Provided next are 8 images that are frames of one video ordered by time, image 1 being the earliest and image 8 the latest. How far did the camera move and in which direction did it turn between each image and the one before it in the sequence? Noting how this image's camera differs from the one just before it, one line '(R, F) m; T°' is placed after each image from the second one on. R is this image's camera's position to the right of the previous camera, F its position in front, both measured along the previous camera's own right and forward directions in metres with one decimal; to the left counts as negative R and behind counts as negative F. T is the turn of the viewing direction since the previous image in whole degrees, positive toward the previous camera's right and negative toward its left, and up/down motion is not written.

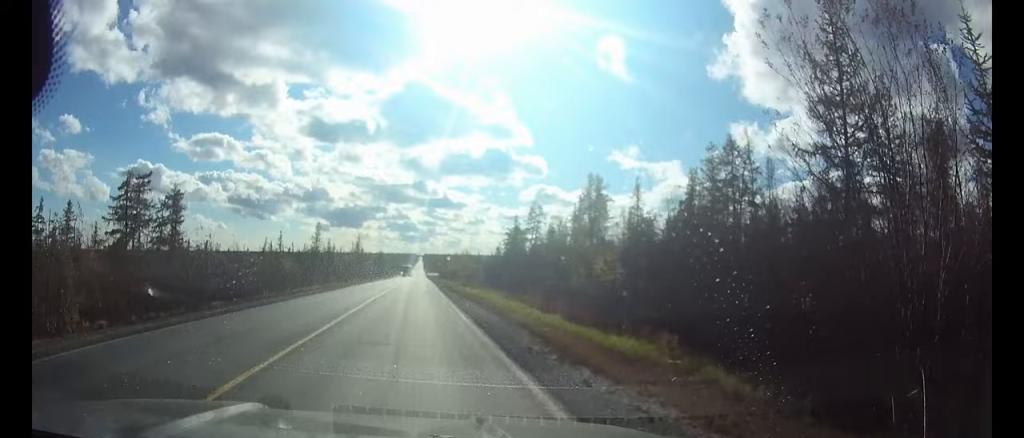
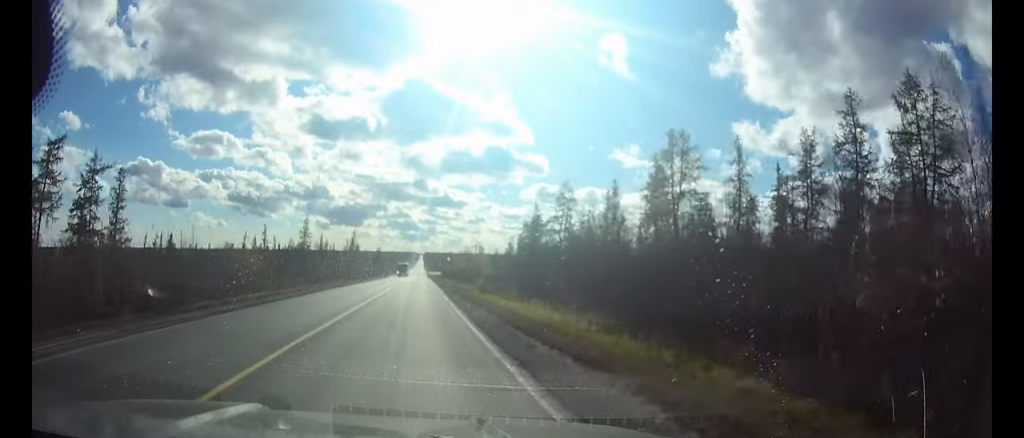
(0.0, +17.8) m; 0°
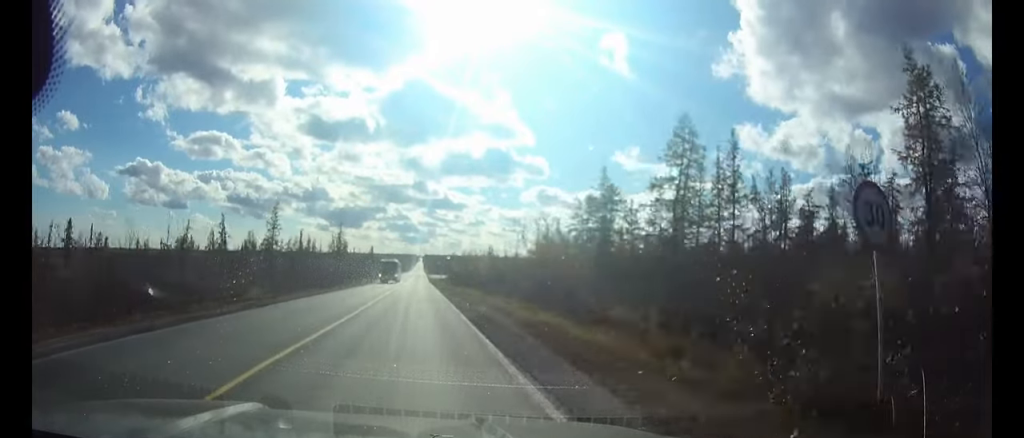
(0.0, +33.2) m; 0°
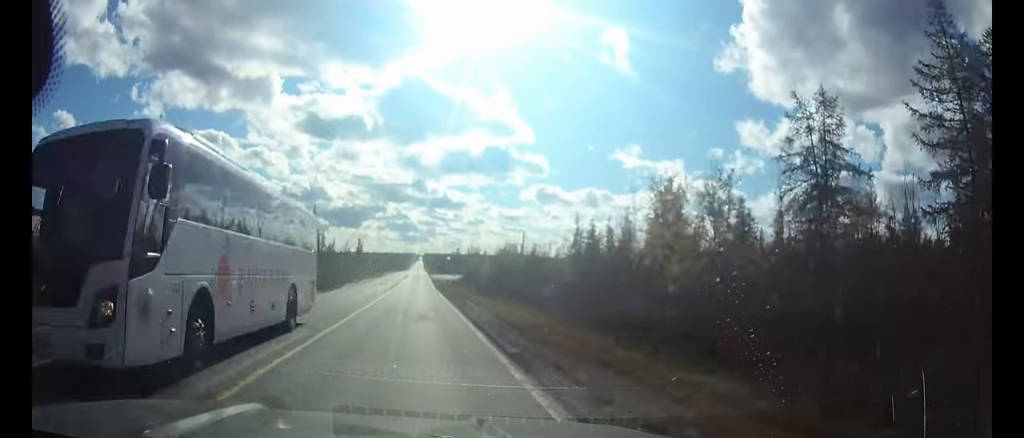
(0.0, +43.5) m; 0°
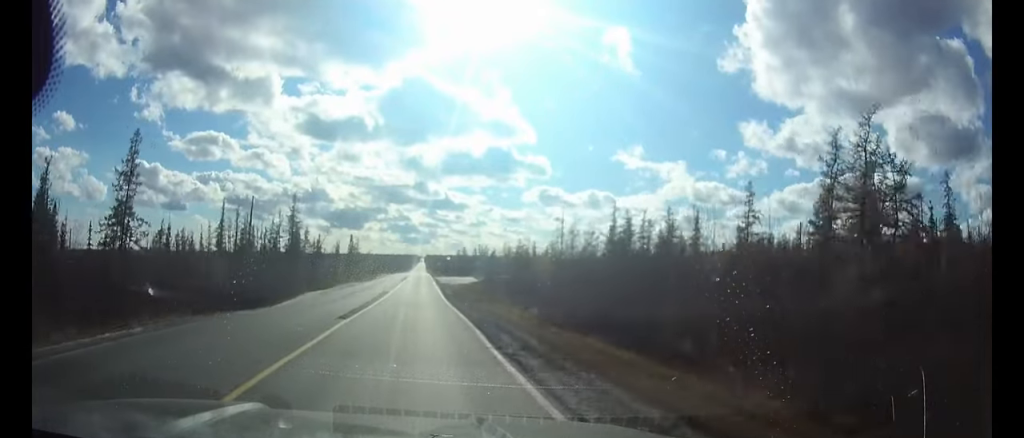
(0.0, +22.3) m; 0°
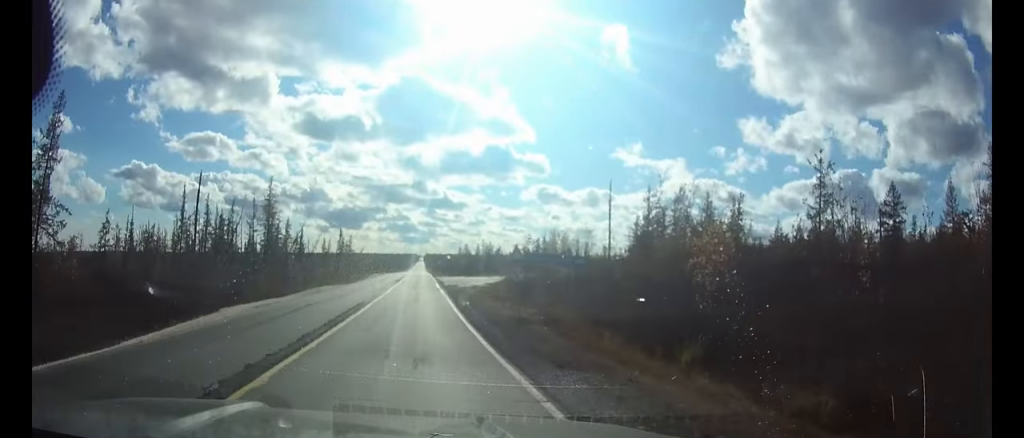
(0.0, +16.0) m; 0°
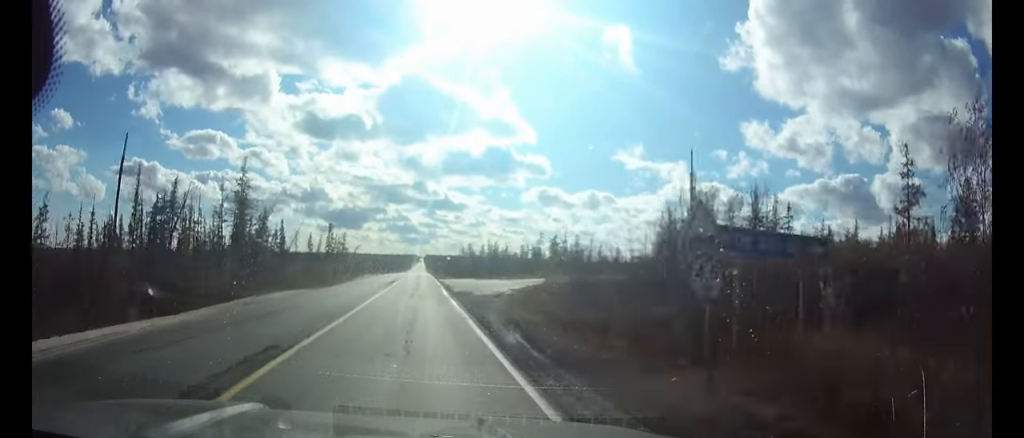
(0.0, +15.0) m; 0°
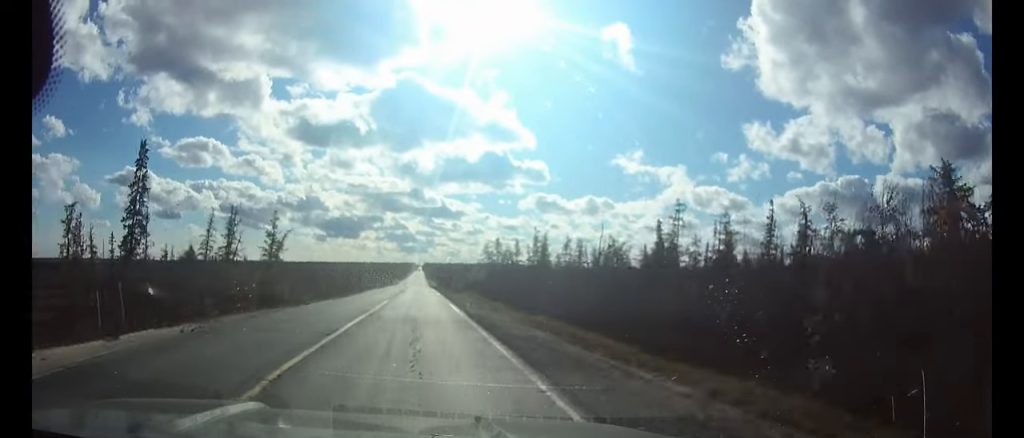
(+0.2, +79.5) m; 0°
